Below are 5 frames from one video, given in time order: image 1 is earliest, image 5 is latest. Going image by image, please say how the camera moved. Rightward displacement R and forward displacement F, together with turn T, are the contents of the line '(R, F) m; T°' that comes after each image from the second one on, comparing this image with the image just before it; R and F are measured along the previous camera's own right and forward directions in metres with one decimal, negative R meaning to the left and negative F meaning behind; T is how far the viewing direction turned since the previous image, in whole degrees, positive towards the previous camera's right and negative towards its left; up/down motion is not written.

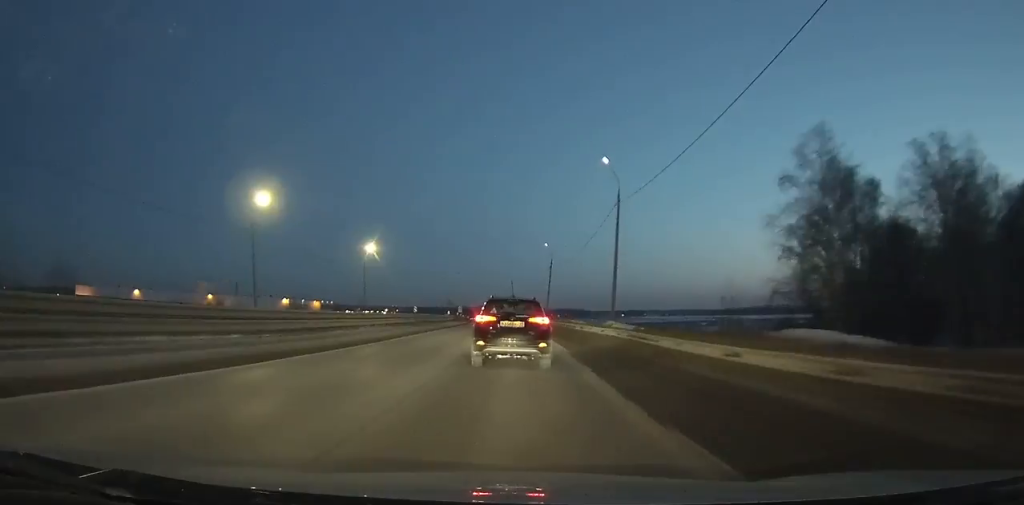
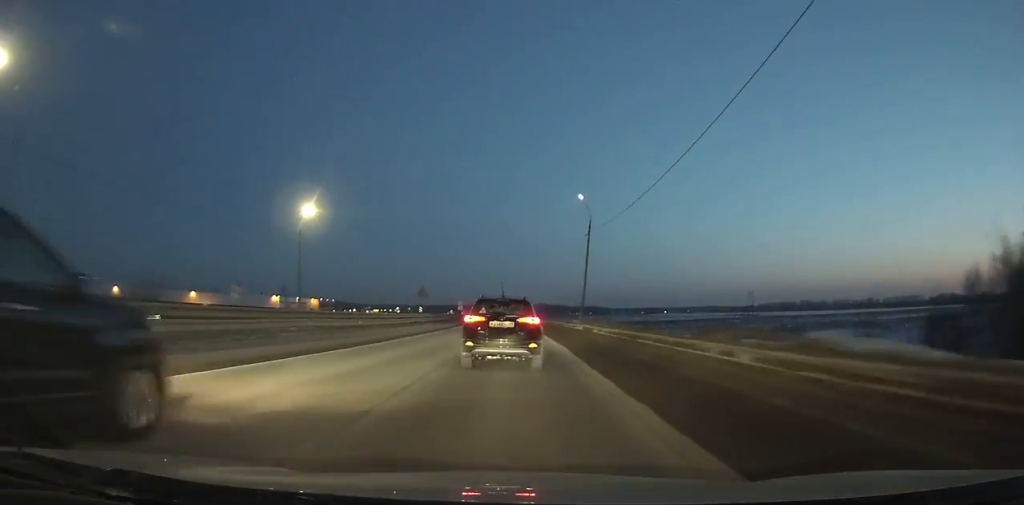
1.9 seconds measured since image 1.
(-0.1, +34.4) m; -1°
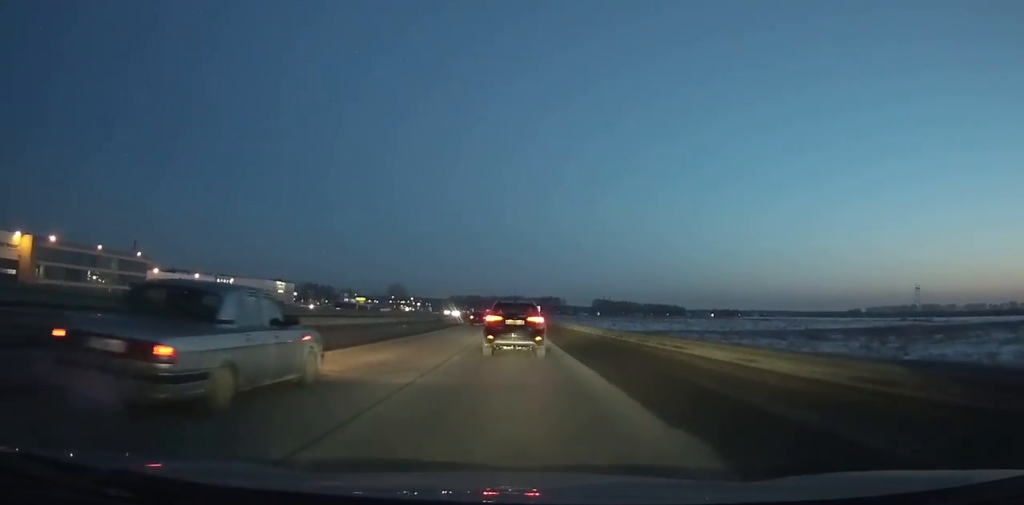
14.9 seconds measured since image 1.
(-13.1, +251.5) m; -5°
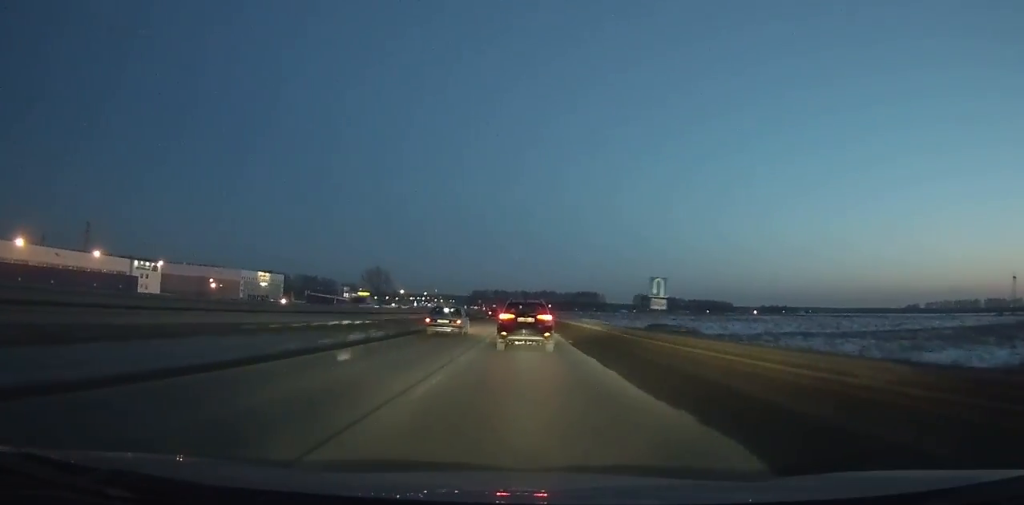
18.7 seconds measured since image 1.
(-1.5, +79.6) m; -2°
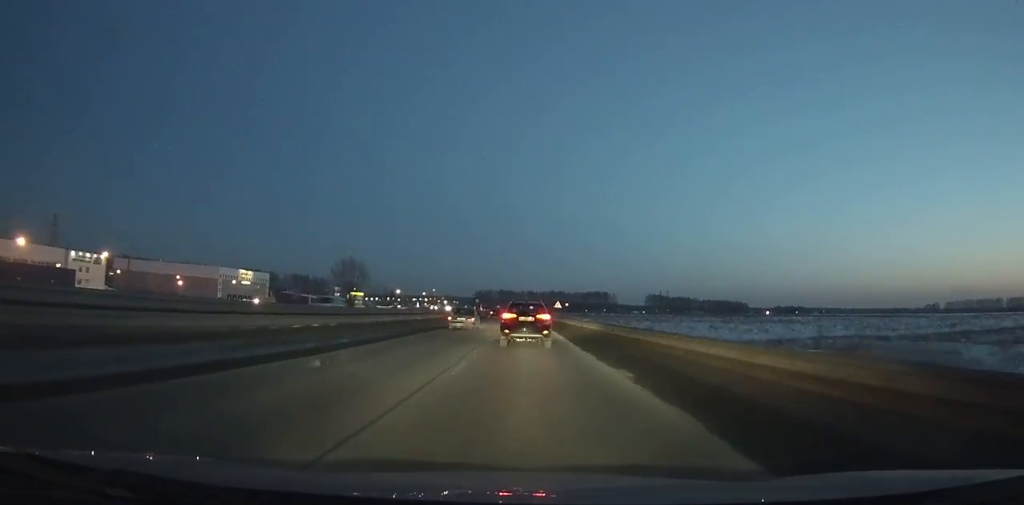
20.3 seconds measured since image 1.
(-0.3, +34.1) m; -1°
